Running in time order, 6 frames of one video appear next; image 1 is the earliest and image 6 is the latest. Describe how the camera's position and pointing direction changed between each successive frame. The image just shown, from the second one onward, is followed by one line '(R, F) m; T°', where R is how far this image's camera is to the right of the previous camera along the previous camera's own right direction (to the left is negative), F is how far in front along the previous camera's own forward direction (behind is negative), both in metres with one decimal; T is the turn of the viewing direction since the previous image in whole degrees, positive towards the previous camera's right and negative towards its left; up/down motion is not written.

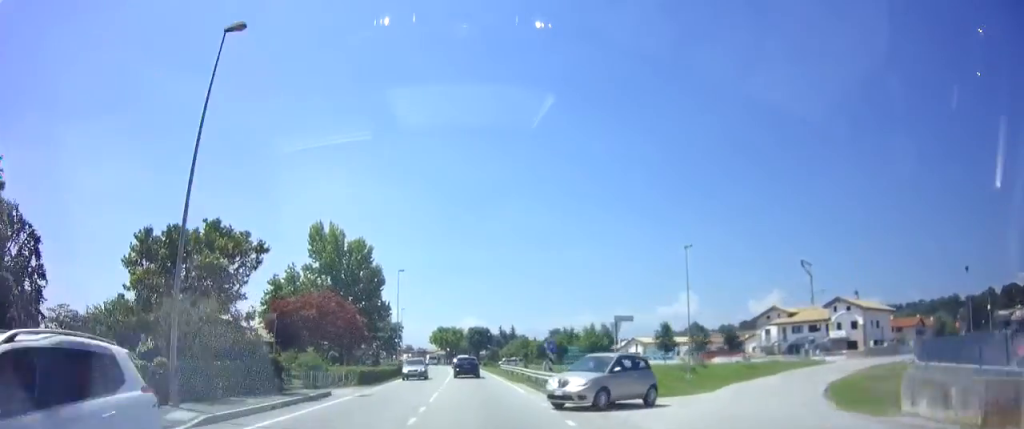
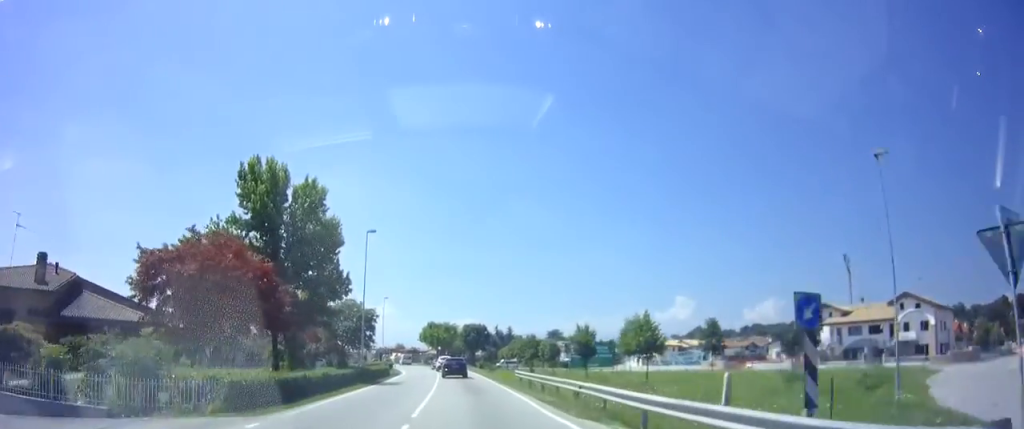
(-0.2, +16.5) m; +1°
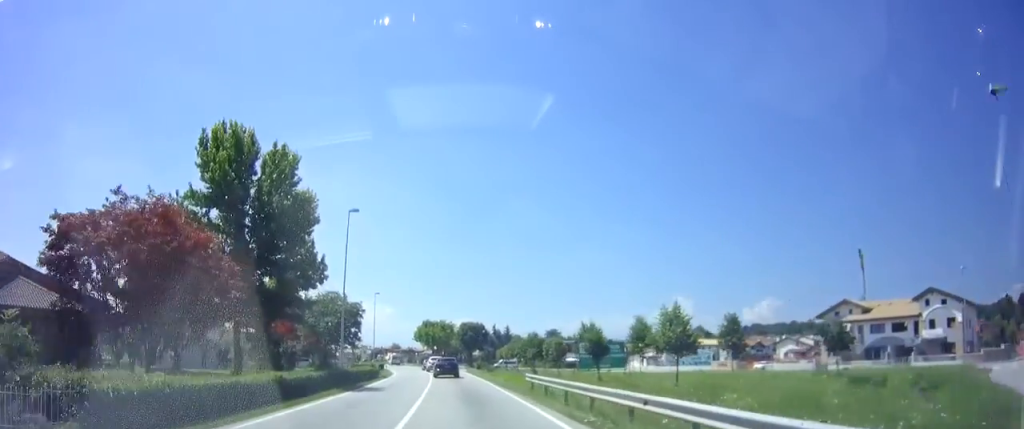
(+0.1, +5.5) m; +1°
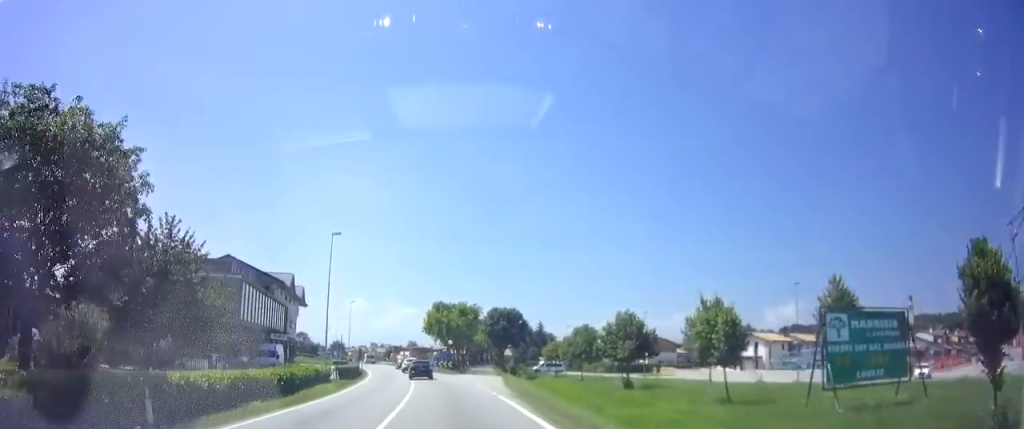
(-0.6, +35.2) m; -2°
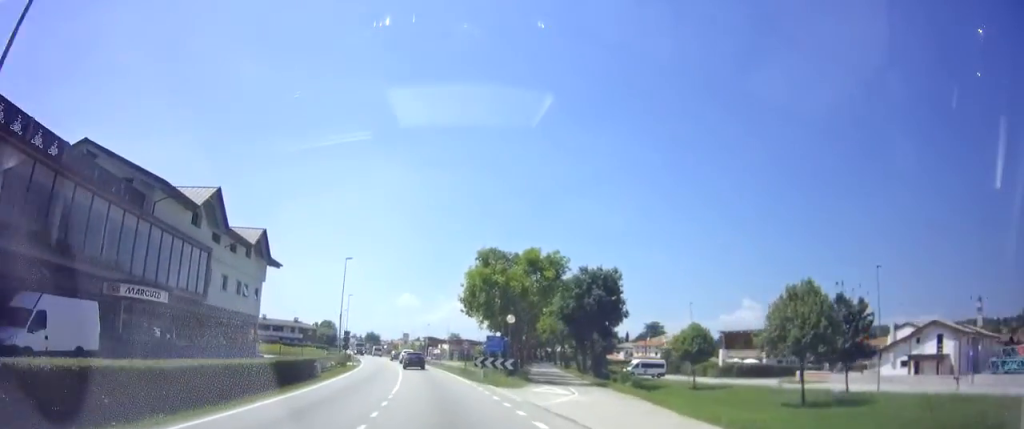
(-1.1, +33.1) m; -5°
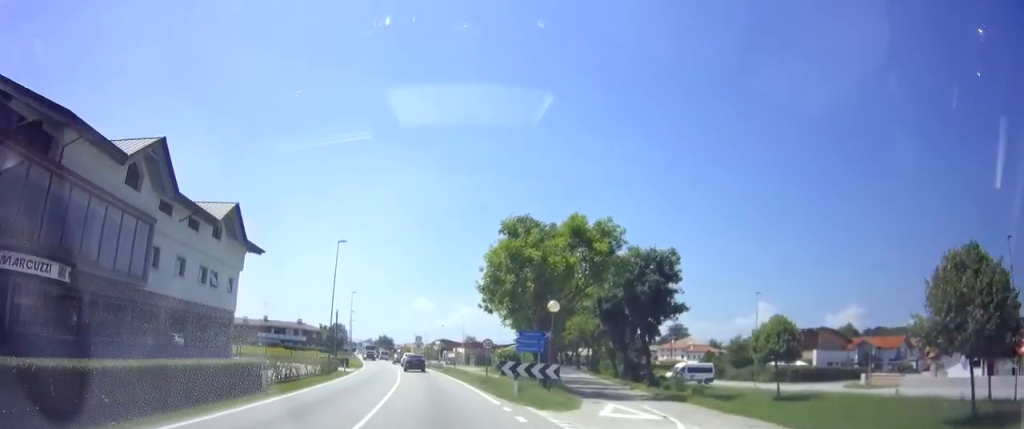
(-0.1, +9.8) m; -2°
